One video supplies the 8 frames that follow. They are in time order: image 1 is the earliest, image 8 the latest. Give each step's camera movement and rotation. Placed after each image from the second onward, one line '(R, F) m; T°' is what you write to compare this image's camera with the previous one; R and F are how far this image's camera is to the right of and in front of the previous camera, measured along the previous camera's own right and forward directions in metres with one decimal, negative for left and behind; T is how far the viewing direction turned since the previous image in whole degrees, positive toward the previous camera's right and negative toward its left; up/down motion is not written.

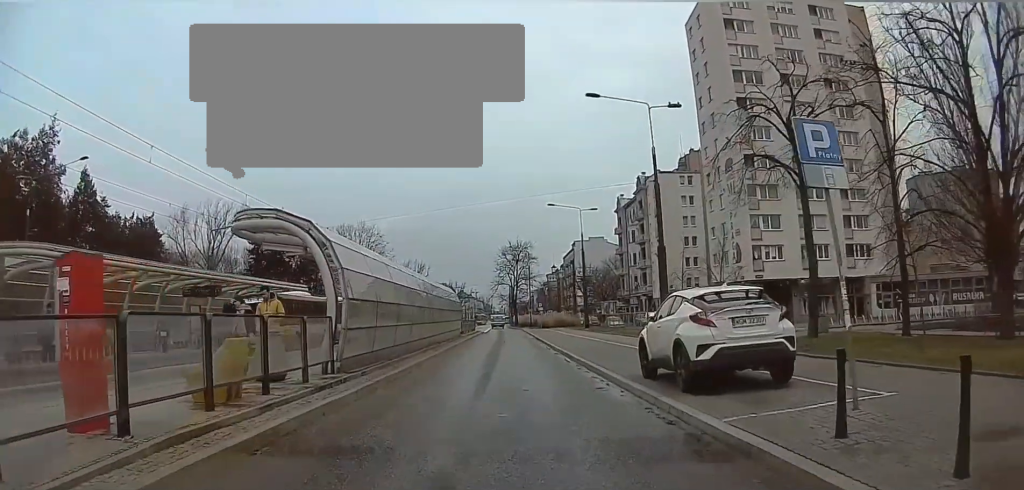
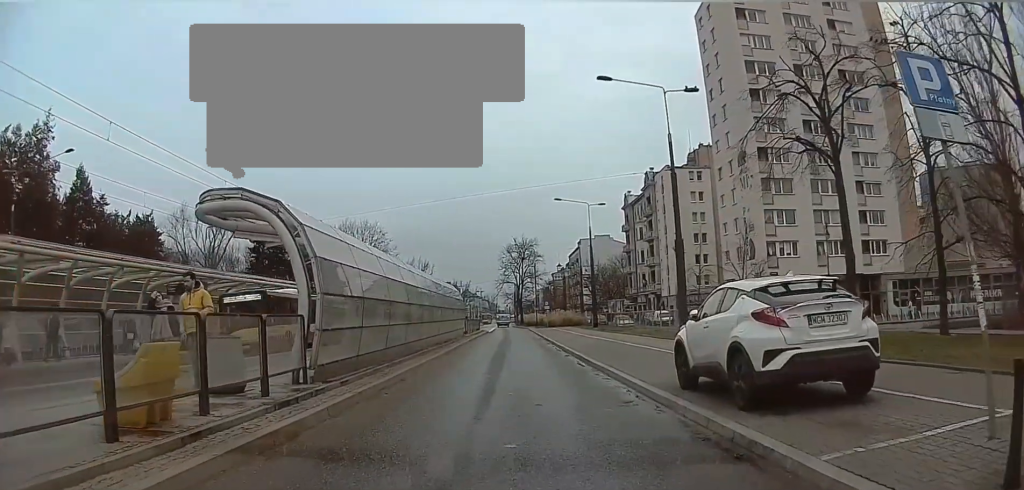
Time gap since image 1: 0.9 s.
(-0.1, +3.1) m; -3°
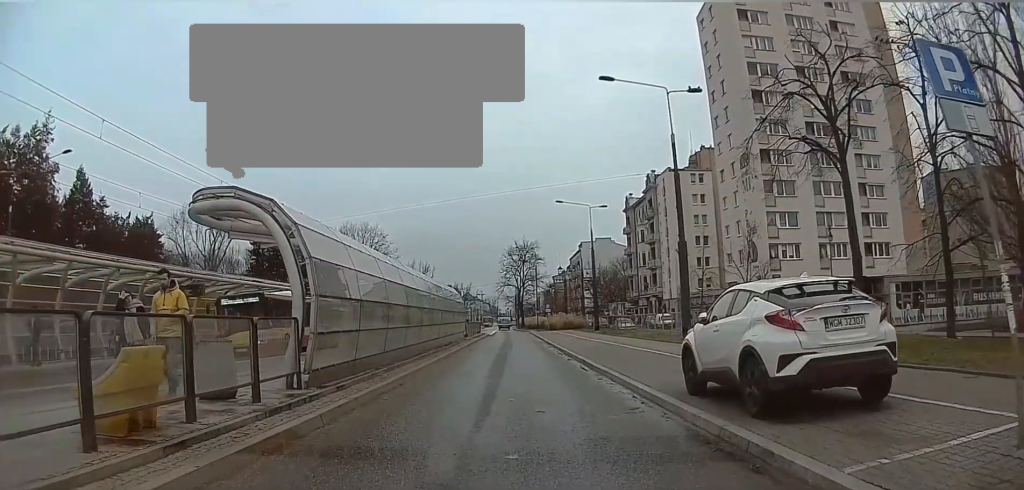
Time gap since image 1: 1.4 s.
(-0.2, +1.1) m; 0°
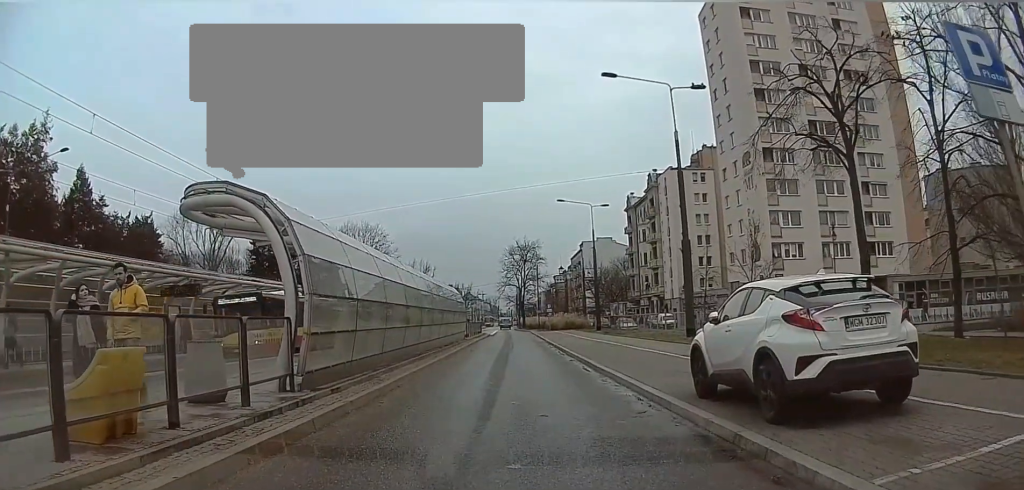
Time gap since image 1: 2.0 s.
(+0.2, +1.1) m; +3°
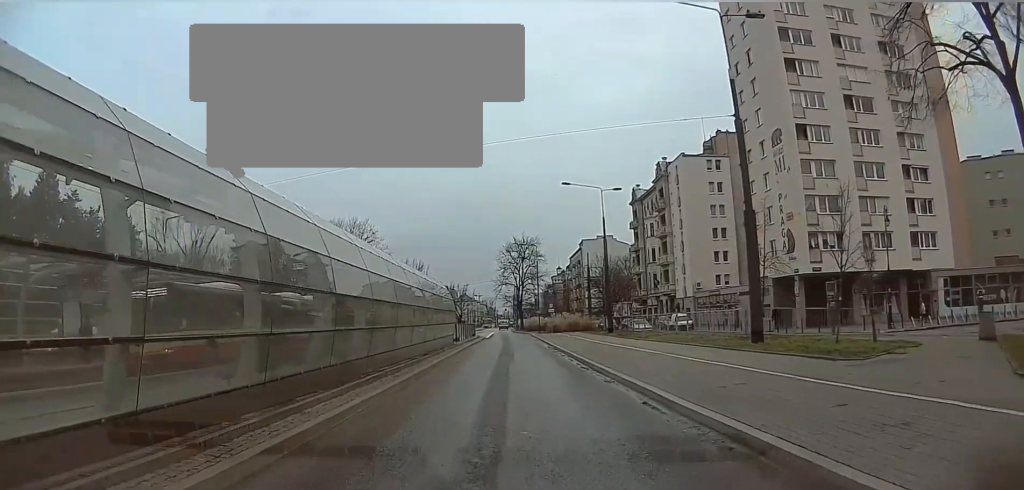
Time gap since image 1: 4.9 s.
(+0.2, +8.3) m; +2°
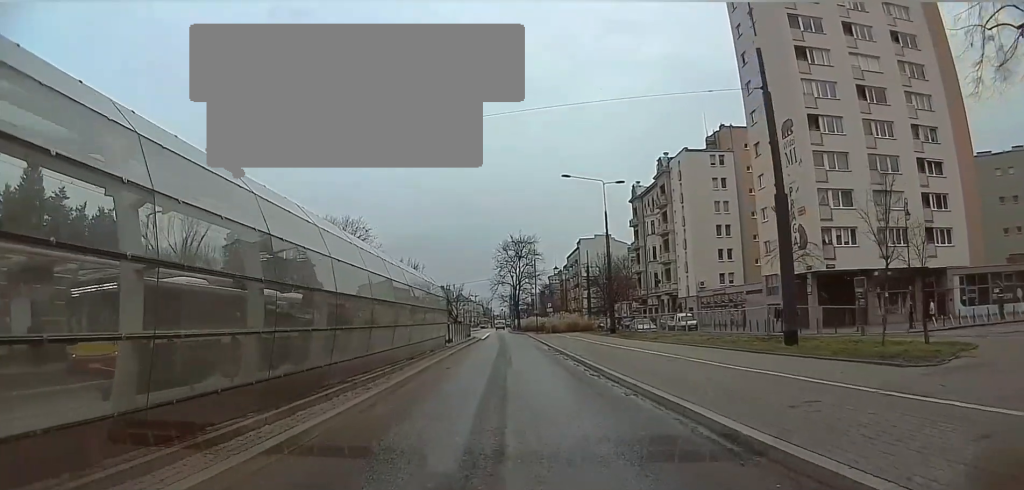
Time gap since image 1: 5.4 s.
(0.0, +2.3) m; 0°
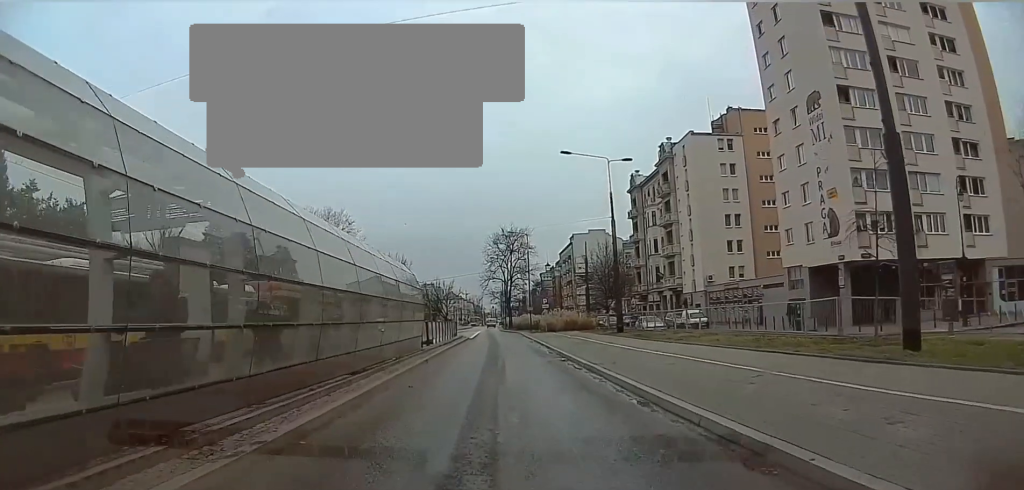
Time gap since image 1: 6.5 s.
(0.0, +5.5) m; 0°
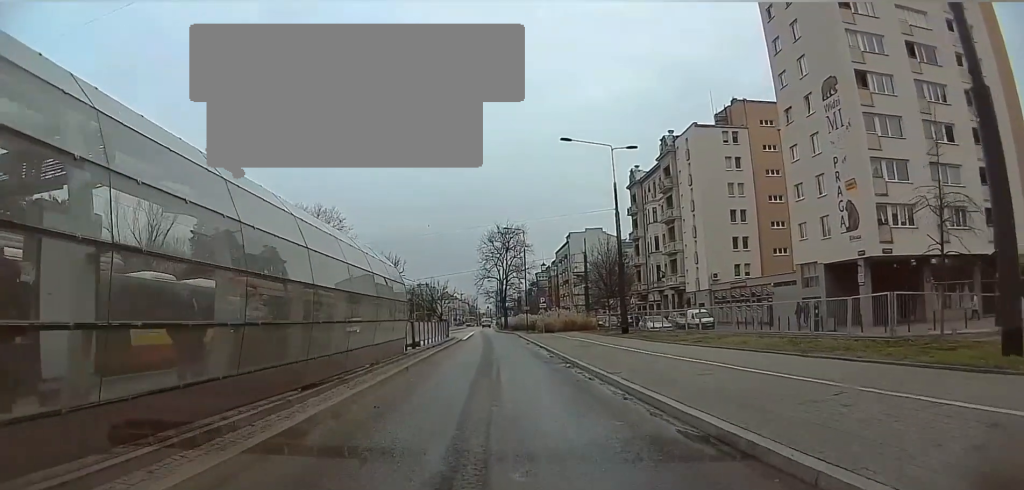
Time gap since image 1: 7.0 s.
(0.0, +3.0) m; 0°
